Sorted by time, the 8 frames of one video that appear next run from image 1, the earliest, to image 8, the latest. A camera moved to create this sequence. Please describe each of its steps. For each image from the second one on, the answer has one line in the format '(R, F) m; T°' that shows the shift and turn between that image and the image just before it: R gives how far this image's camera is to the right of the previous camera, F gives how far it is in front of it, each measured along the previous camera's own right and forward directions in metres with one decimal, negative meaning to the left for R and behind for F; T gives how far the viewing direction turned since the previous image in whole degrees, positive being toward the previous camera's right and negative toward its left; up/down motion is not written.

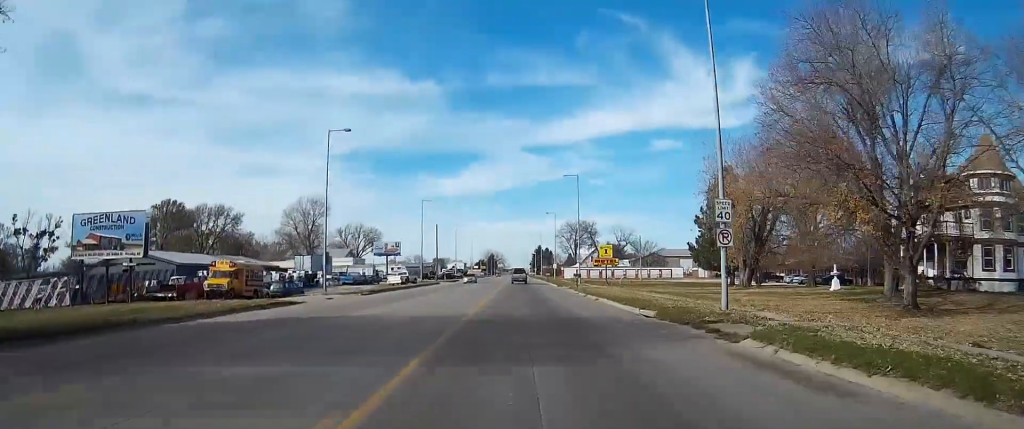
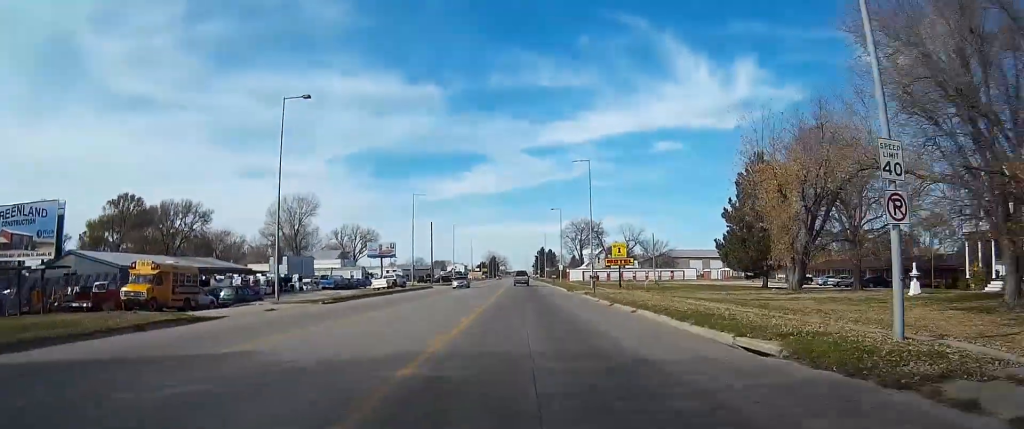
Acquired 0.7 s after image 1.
(+0.1, +11.7) m; 0°
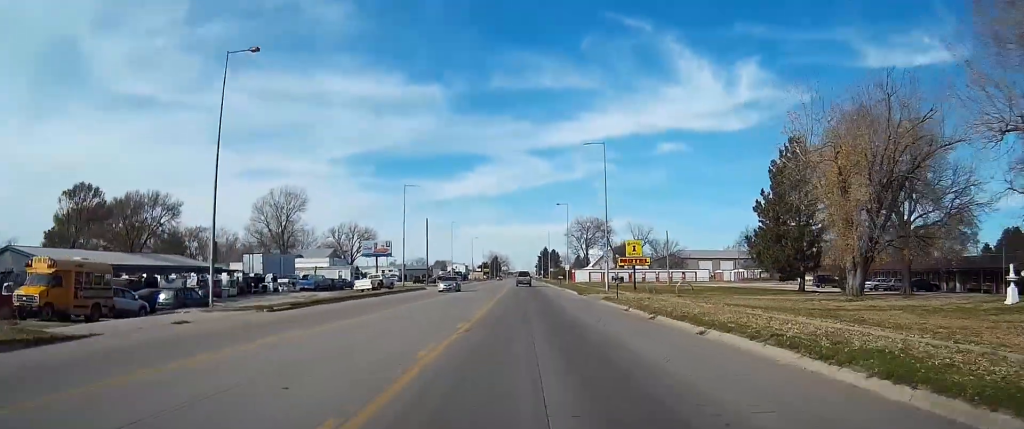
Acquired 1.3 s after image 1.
(-0.1, +10.1) m; 0°
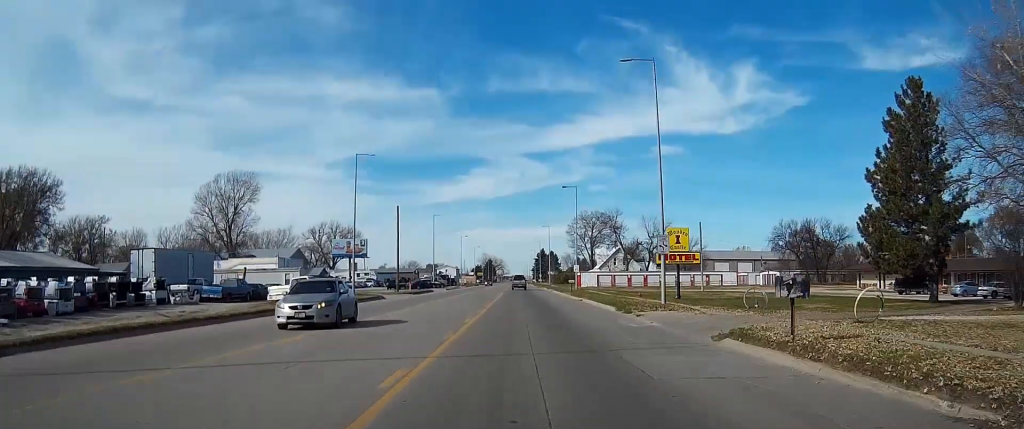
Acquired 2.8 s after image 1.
(-0.1, +24.8) m; 0°
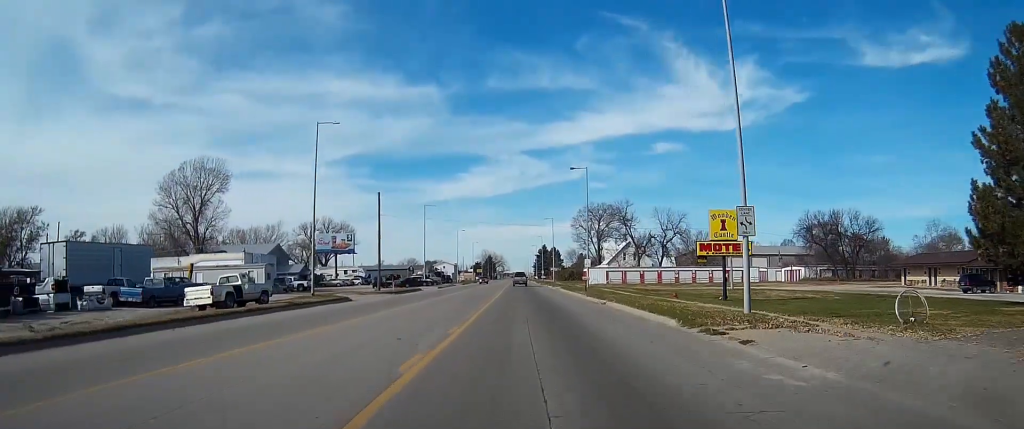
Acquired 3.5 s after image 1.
(0.0, +13.1) m; 0°
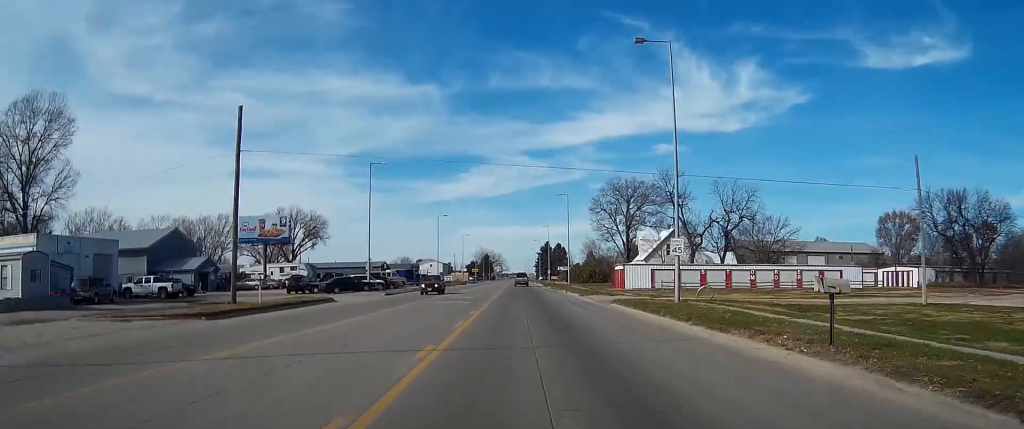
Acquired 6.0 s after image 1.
(0.0, +42.0) m; 0°
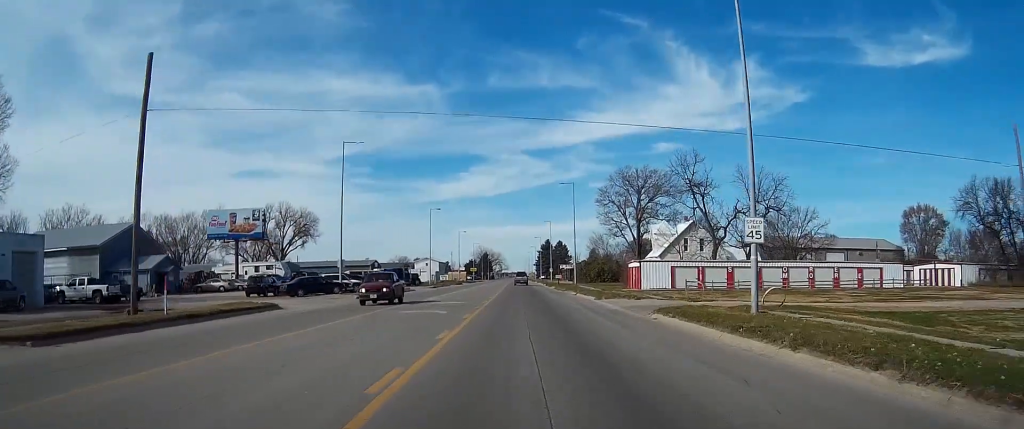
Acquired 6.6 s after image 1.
(0.0, +11.0) m; 0°
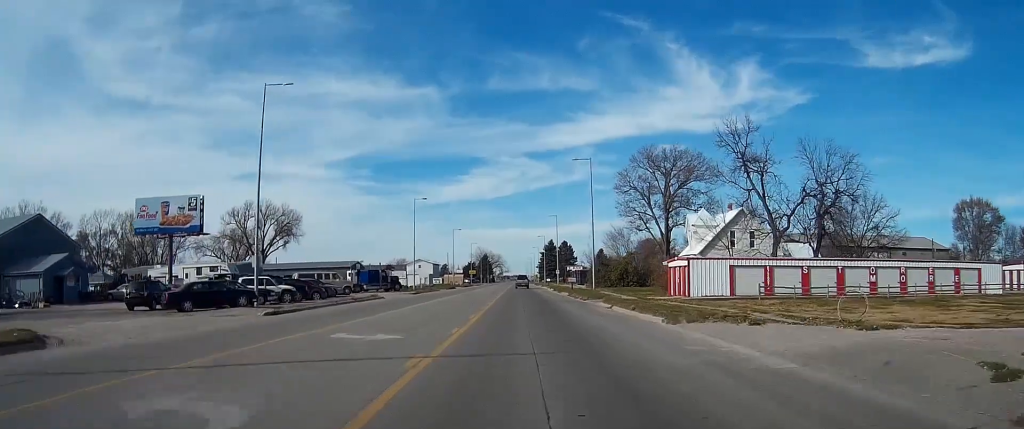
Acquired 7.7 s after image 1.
(+0.1, +19.8) m; 0°
